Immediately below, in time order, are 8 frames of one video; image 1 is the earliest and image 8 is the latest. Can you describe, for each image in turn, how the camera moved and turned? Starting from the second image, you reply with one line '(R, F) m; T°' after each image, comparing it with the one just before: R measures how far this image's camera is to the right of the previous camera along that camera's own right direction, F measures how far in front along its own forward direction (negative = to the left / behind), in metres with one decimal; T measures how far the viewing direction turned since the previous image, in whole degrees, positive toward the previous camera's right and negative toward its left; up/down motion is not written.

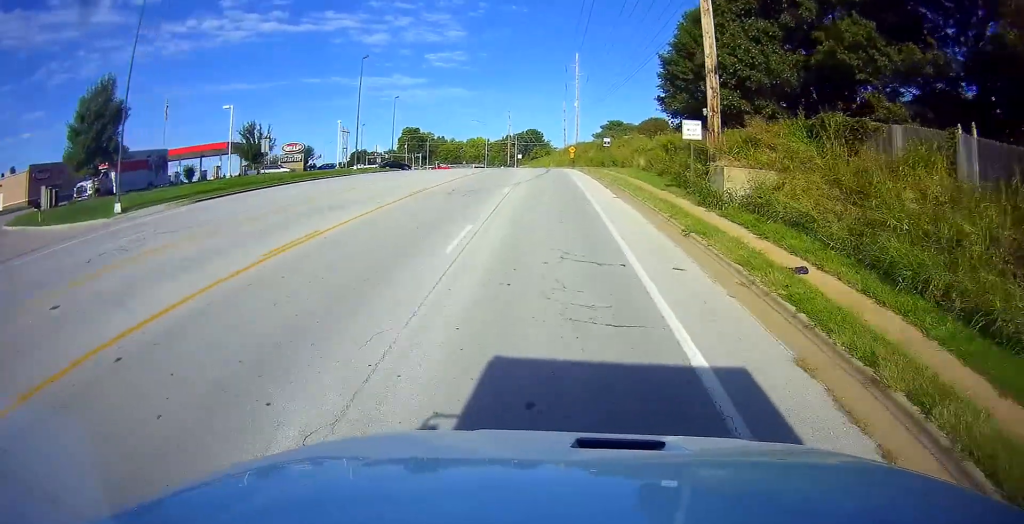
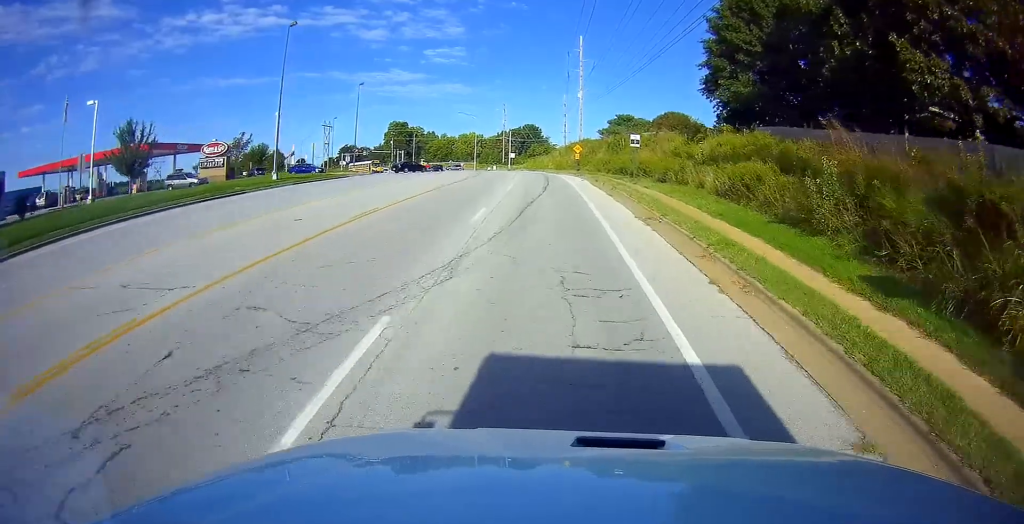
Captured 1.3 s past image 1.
(-0.2, +19.2) m; 0°
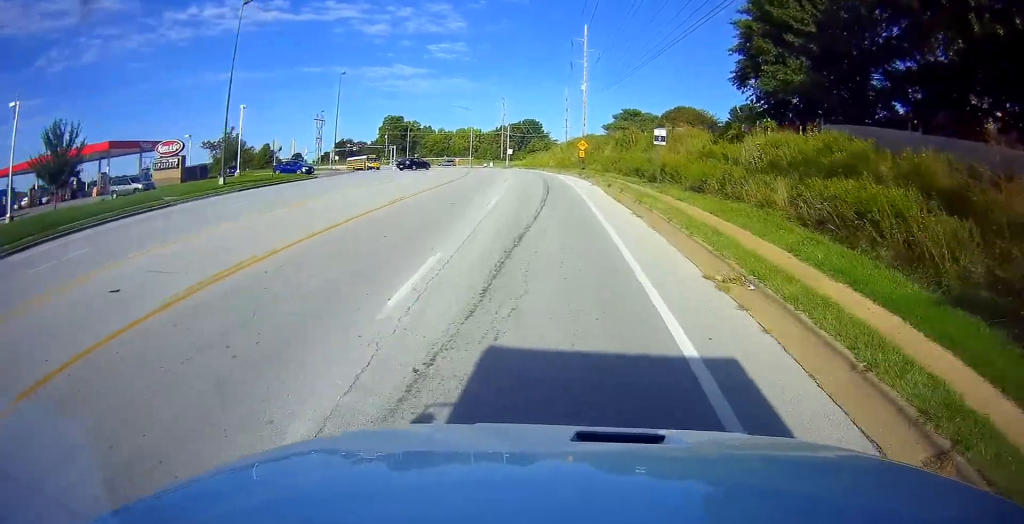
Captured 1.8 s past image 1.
(+0.2, +8.2) m; 0°
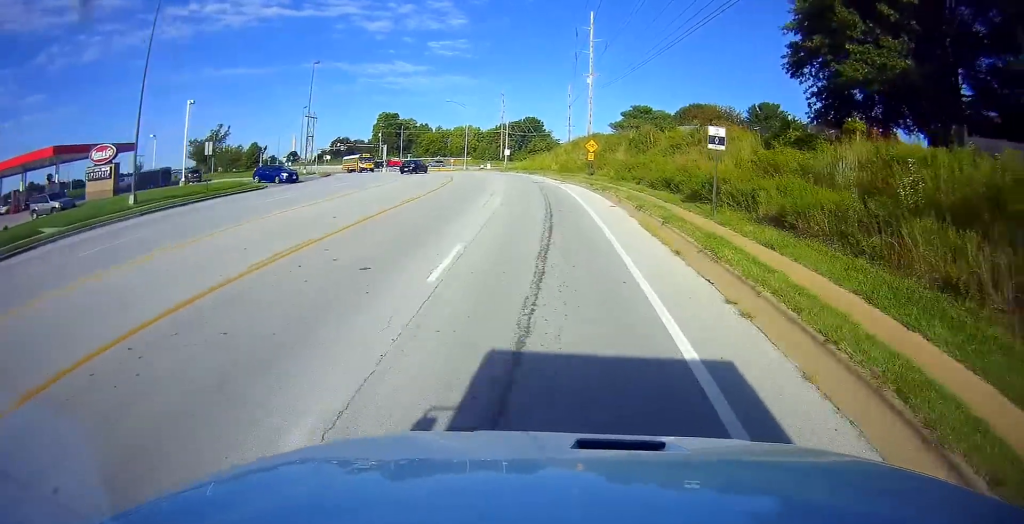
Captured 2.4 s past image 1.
(+0.2, +9.8) m; 0°
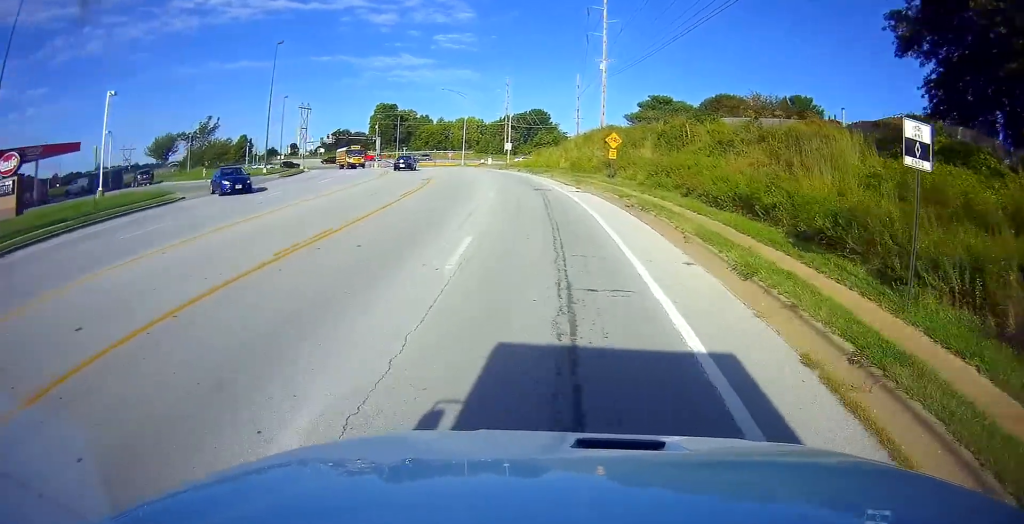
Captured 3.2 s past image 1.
(-0.1, +11.1) m; -2°
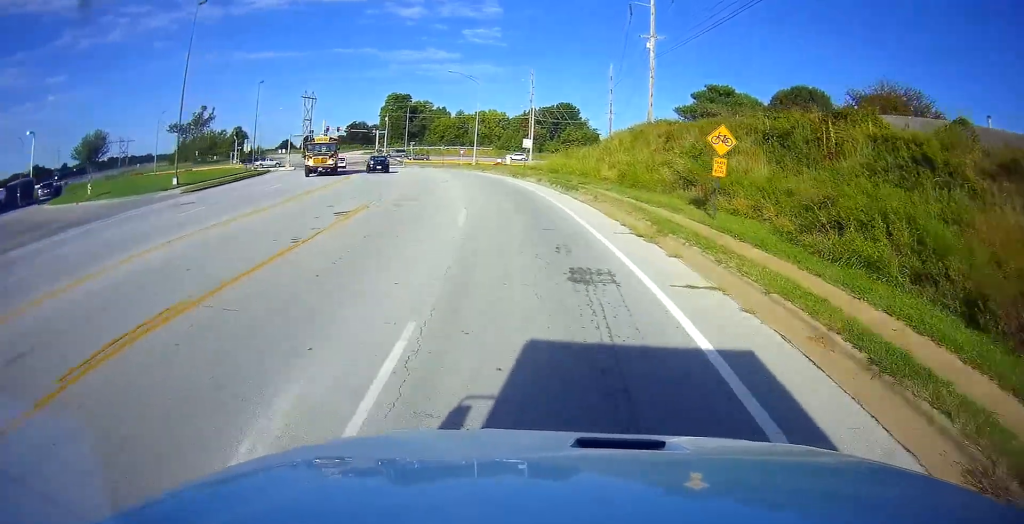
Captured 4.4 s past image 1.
(-0.6, +18.0) m; -4°
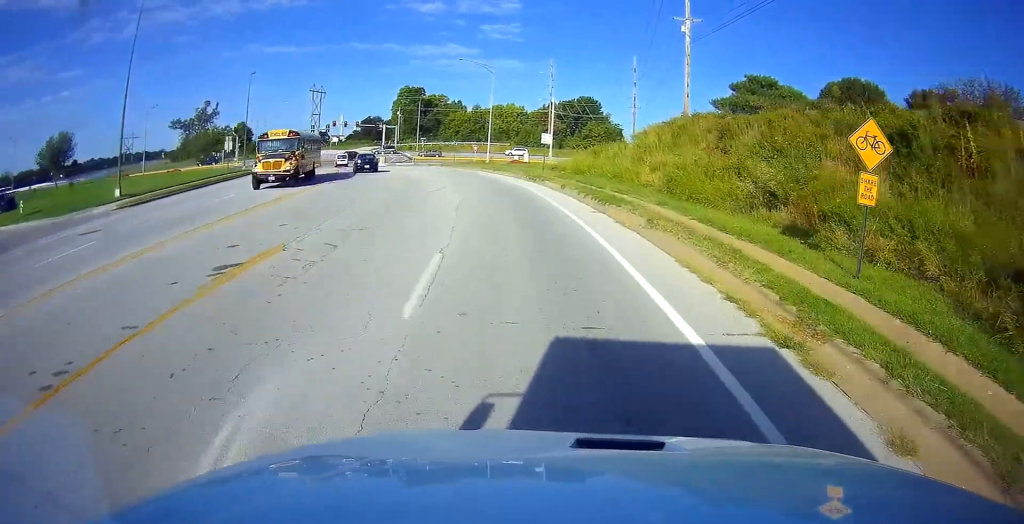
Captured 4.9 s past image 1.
(-0.2, +8.0) m; -1°
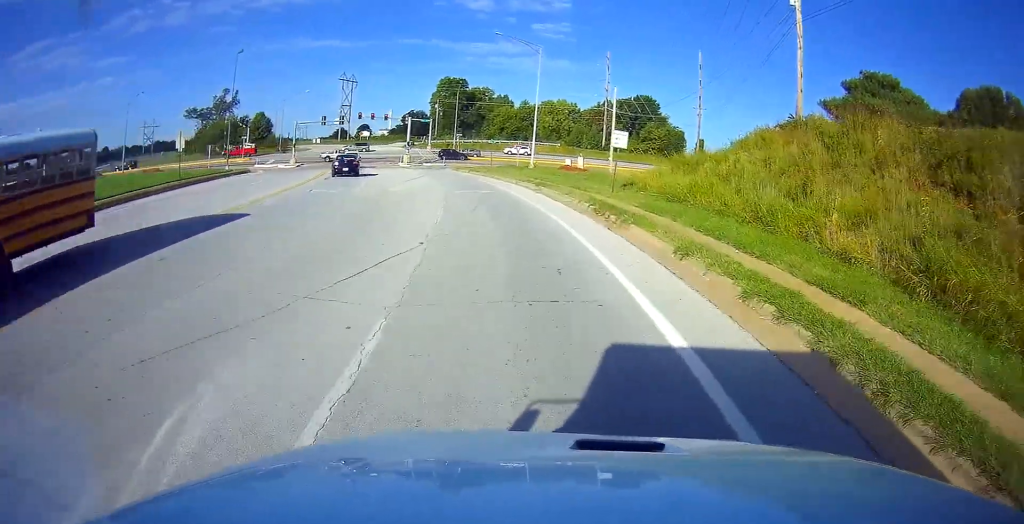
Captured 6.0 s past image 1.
(-0.4, +15.9) m; -4°
